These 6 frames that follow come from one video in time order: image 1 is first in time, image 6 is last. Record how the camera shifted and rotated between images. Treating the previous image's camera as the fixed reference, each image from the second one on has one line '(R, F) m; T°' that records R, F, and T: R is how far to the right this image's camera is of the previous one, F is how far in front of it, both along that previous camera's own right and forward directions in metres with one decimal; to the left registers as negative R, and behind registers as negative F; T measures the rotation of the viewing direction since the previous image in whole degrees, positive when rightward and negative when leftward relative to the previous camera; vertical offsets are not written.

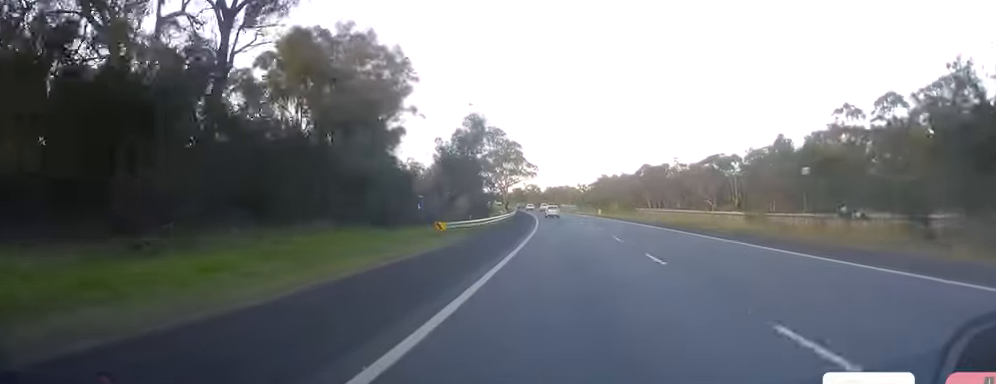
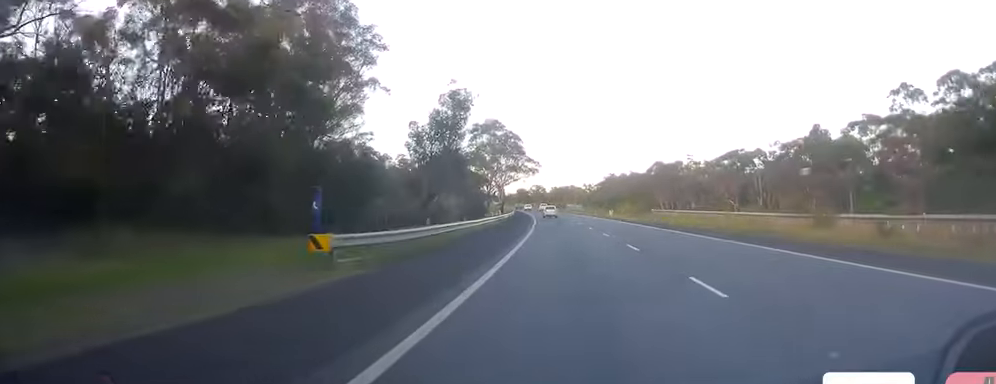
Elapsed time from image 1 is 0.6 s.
(-0.1, +18.1) m; -1°
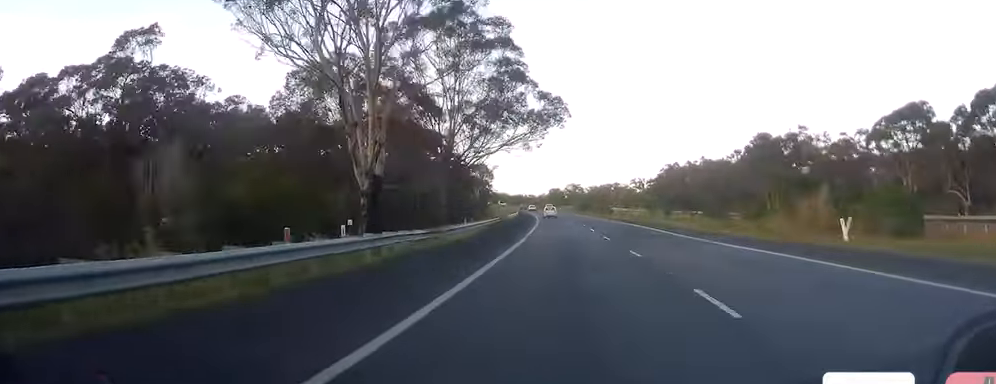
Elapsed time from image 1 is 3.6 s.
(-1.0, +85.3) m; -1°
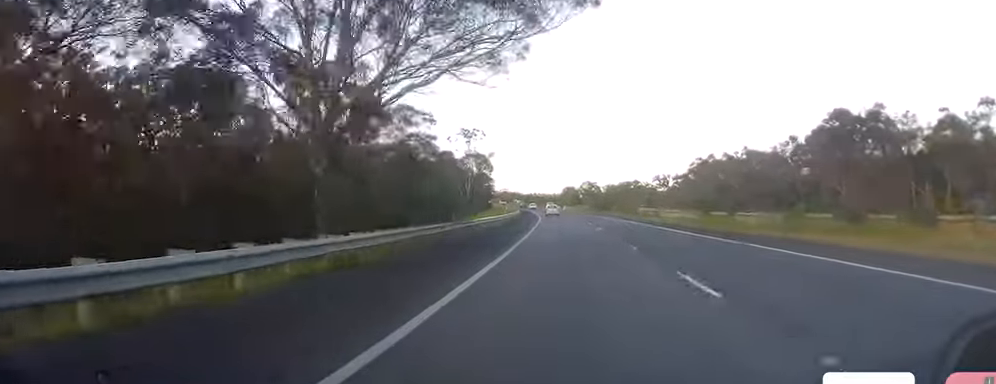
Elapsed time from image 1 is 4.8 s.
(-0.2, +34.0) m; -2°
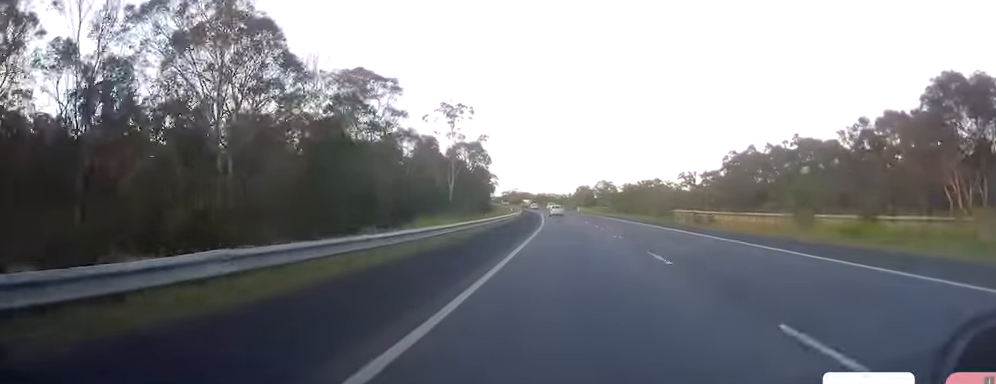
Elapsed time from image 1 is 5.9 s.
(-0.6, +29.2) m; -1°
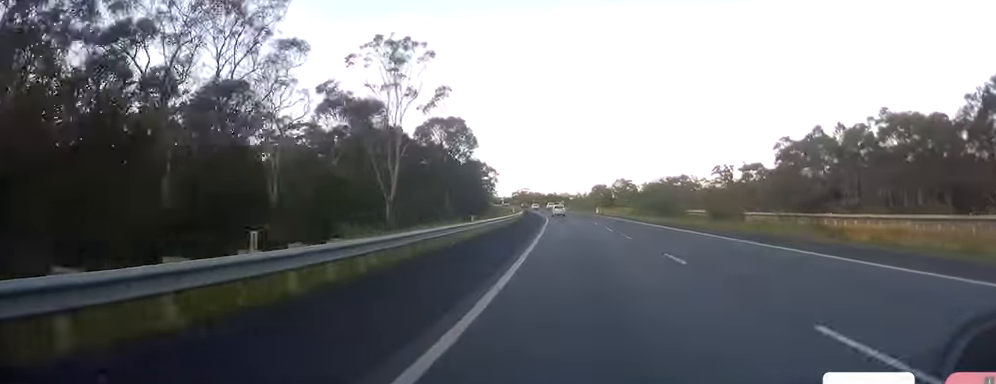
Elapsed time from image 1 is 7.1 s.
(-0.3, +35.8) m; -2°
